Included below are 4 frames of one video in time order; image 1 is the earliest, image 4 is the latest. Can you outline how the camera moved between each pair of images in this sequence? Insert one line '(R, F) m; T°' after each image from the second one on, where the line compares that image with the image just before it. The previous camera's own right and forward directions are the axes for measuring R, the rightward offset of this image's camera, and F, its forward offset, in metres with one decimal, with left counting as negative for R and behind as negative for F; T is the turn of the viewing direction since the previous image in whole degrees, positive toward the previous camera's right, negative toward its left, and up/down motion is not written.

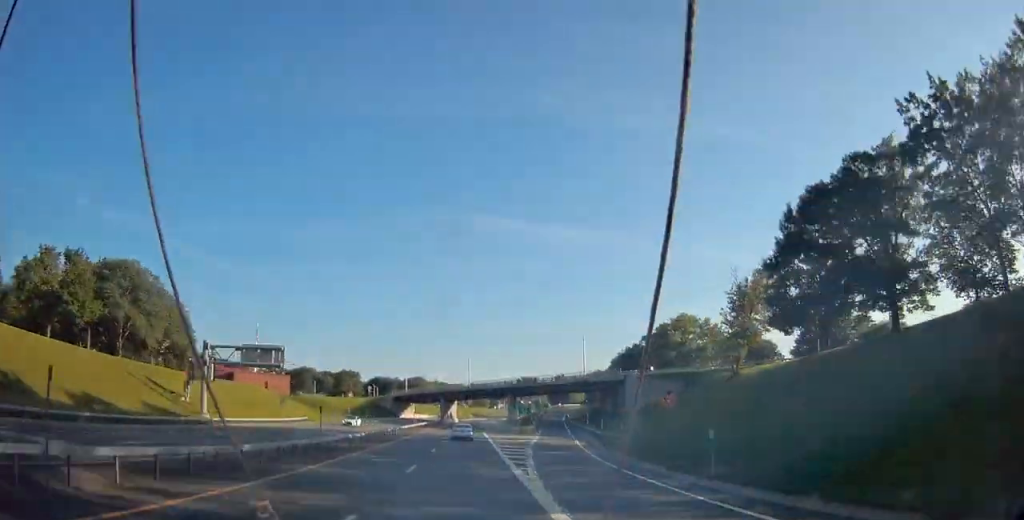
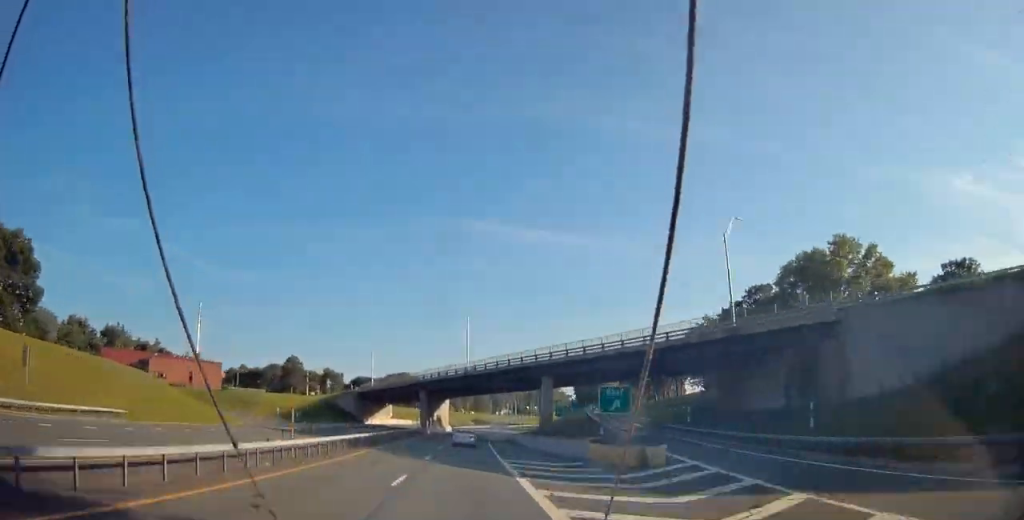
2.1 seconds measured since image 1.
(+0.5, +51.4) m; +2°
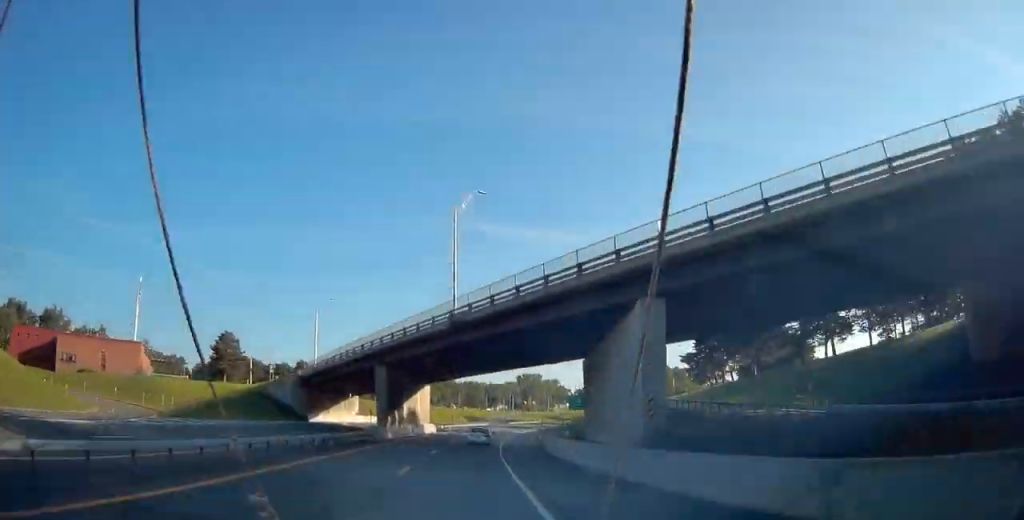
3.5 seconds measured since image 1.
(+0.2, +34.4) m; +2°
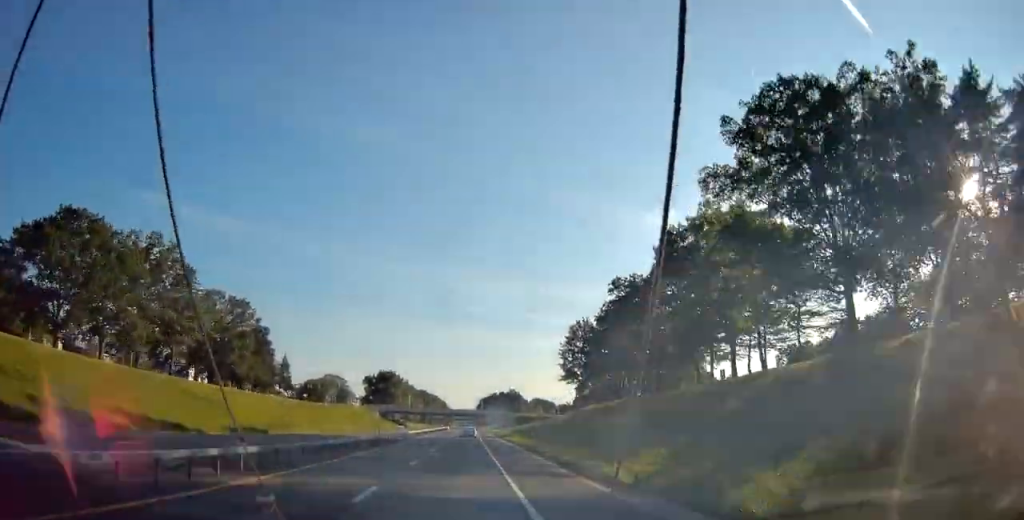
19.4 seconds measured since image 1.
(+115.3, +326.7) m; +31°
